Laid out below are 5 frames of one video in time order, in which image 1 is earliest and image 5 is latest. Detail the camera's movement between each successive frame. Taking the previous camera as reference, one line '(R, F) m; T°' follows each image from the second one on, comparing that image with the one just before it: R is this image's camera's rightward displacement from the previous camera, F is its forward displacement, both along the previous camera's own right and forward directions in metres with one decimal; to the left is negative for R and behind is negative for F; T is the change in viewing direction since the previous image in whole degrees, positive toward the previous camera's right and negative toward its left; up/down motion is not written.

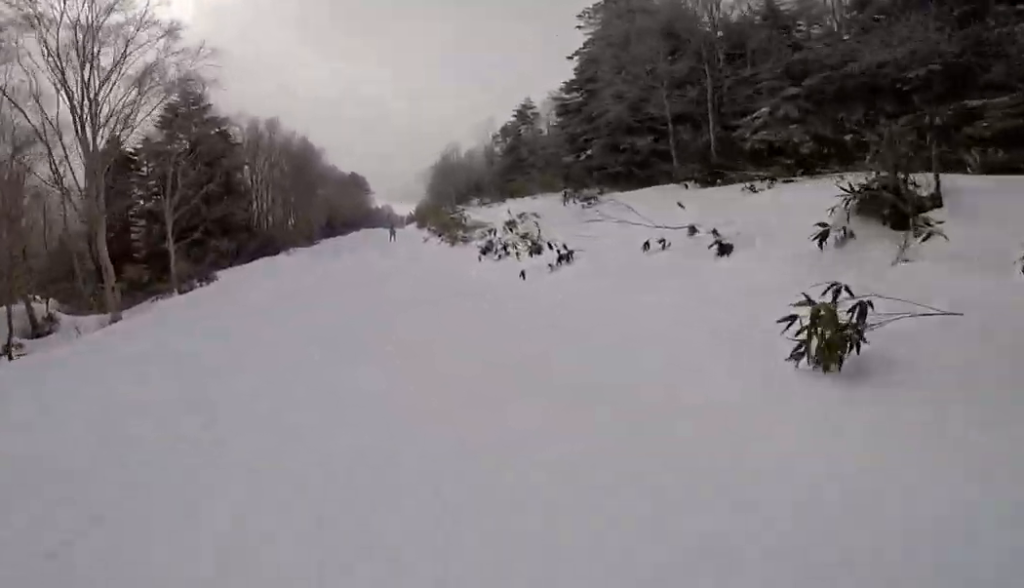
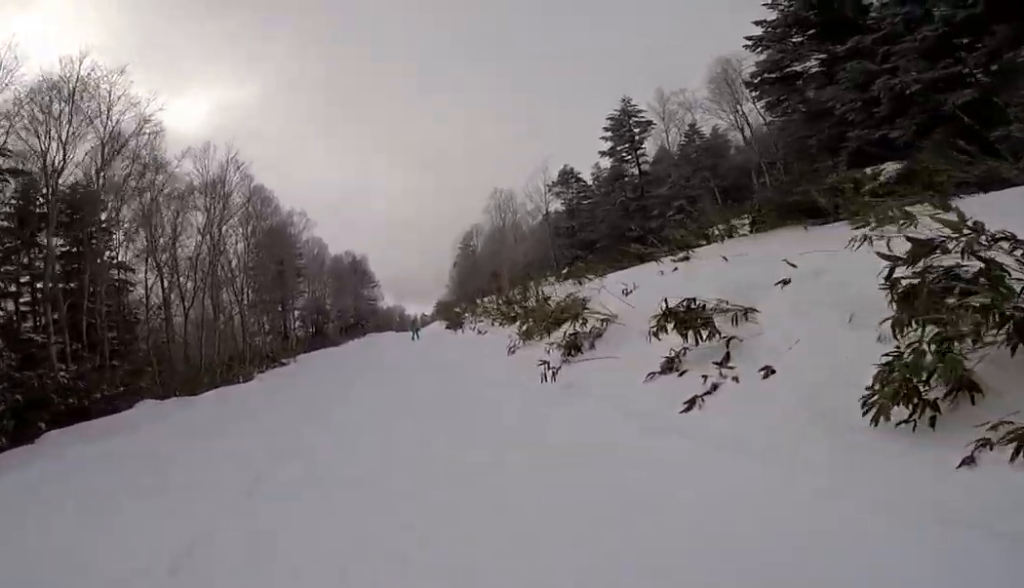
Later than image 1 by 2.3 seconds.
(+1.0, +18.1) m; +6°
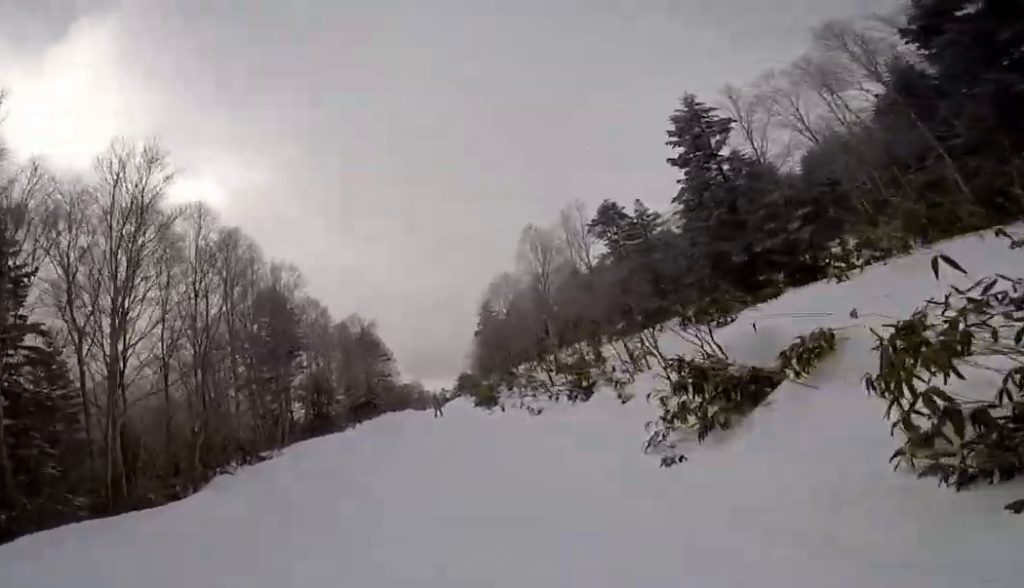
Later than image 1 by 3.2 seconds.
(+0.1, +7.1) m; +1°
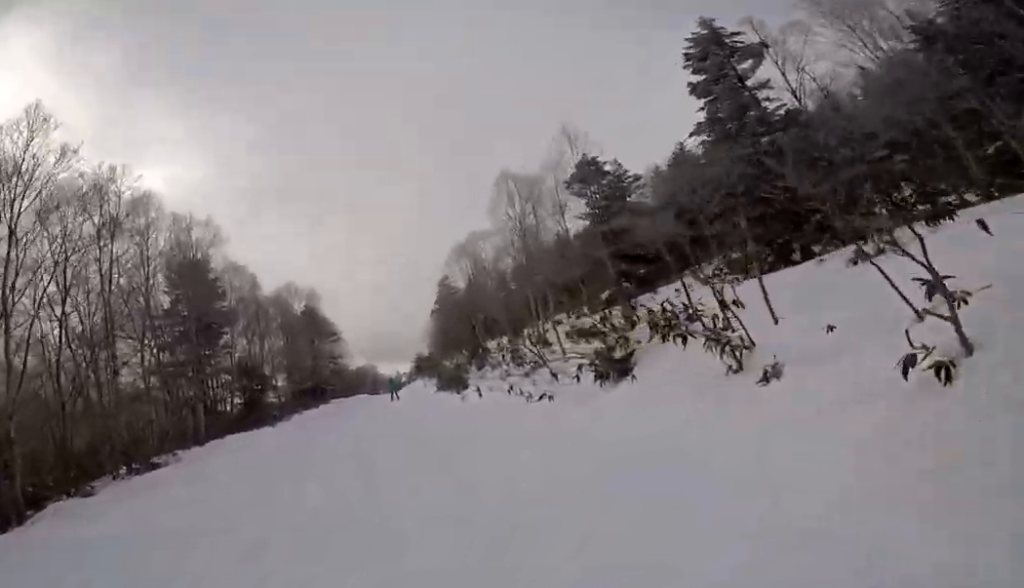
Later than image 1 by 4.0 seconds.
(+0.3, +5.4) m; -1°
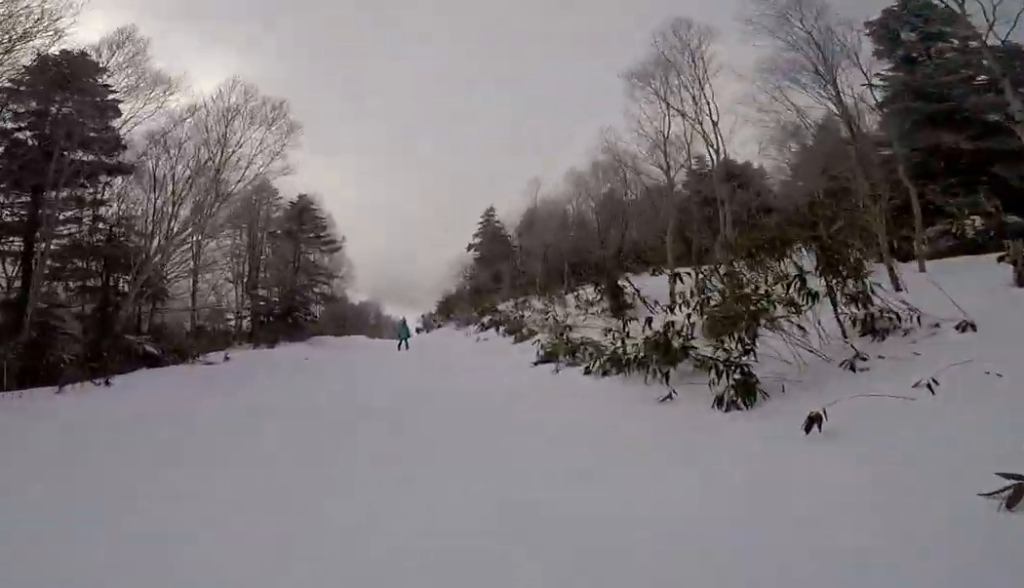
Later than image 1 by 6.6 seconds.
(-1.3, +14.7) m; -5°
